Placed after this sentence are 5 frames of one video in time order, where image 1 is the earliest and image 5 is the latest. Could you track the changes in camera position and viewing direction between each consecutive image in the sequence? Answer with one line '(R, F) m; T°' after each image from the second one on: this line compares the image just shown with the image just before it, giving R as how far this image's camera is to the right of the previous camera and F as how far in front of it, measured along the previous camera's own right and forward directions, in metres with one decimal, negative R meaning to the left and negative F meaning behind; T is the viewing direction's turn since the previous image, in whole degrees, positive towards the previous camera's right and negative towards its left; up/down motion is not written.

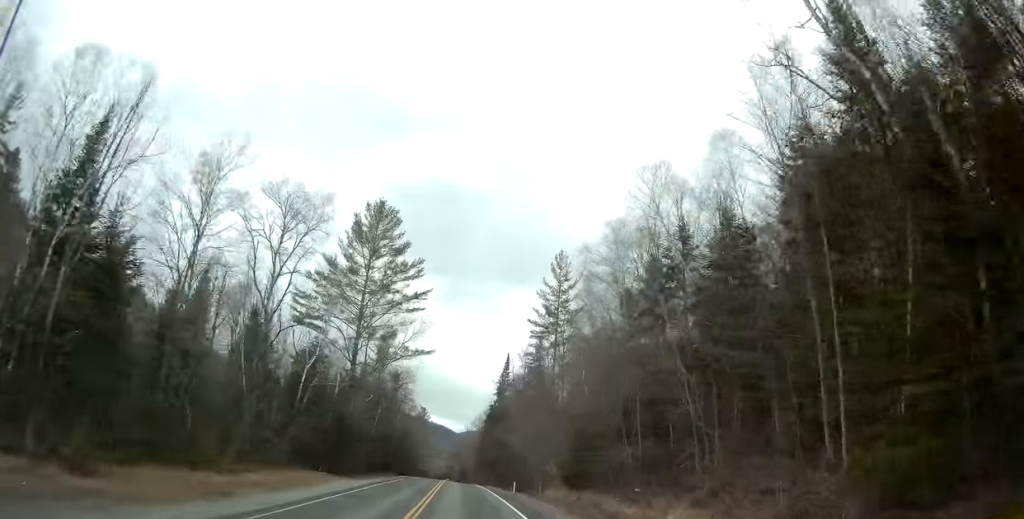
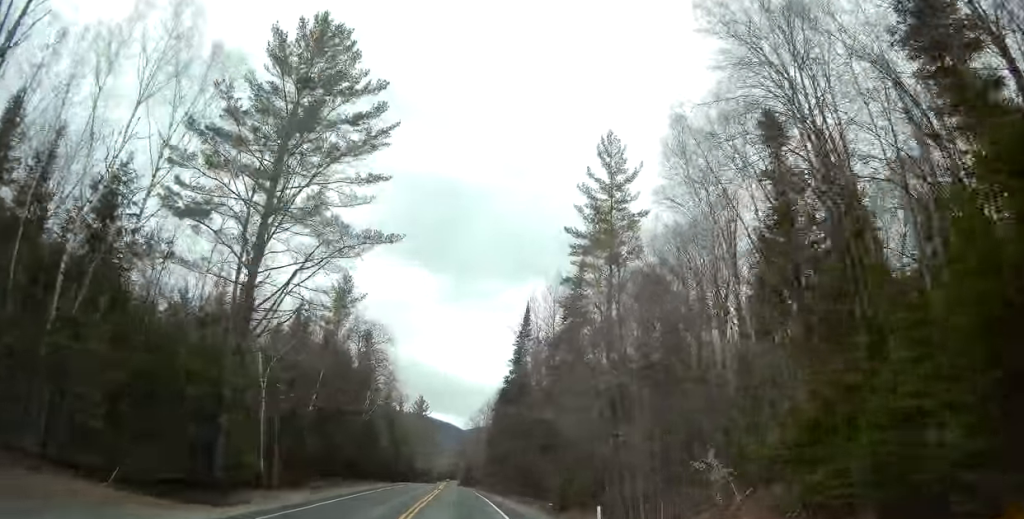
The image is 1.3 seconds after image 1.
(+0.1, +31.3) m; -1°
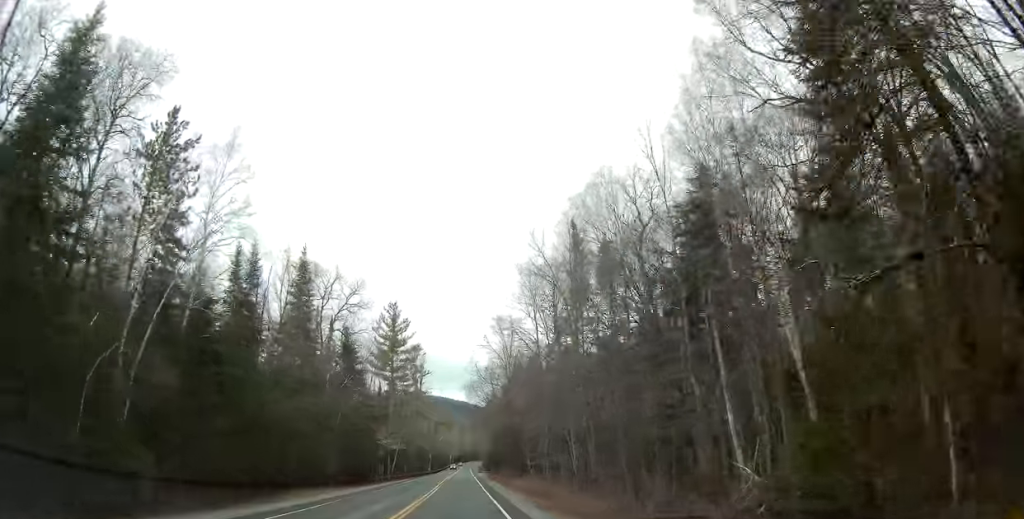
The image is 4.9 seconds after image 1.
(-2.4, +84.3) m; -2°
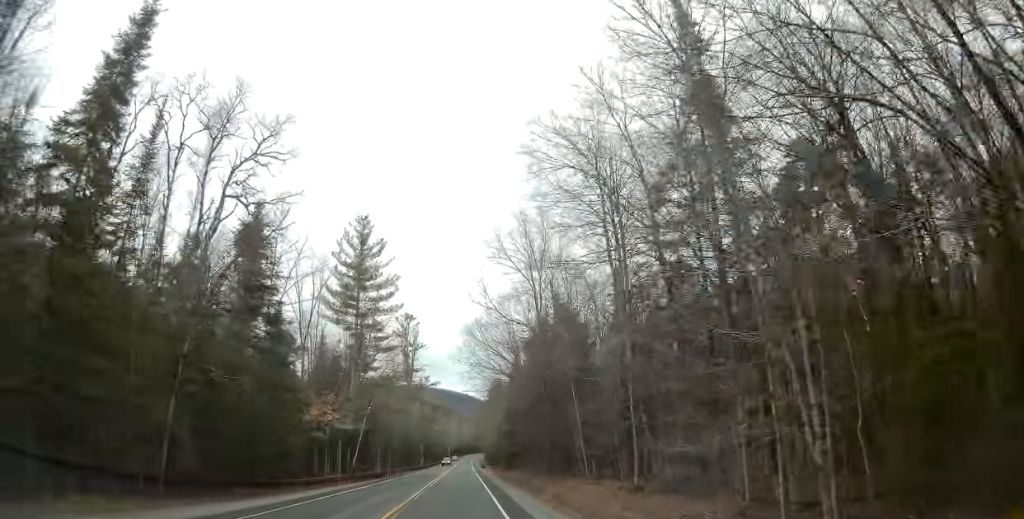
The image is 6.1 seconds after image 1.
(+0.2, +28.1) m; 0°
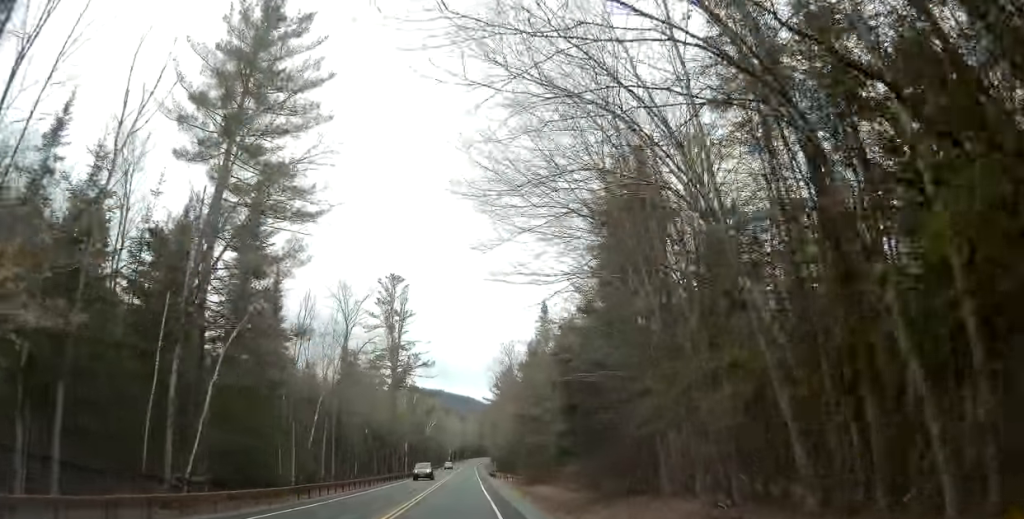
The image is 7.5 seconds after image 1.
(-0.2, +32.2) m; 0°
